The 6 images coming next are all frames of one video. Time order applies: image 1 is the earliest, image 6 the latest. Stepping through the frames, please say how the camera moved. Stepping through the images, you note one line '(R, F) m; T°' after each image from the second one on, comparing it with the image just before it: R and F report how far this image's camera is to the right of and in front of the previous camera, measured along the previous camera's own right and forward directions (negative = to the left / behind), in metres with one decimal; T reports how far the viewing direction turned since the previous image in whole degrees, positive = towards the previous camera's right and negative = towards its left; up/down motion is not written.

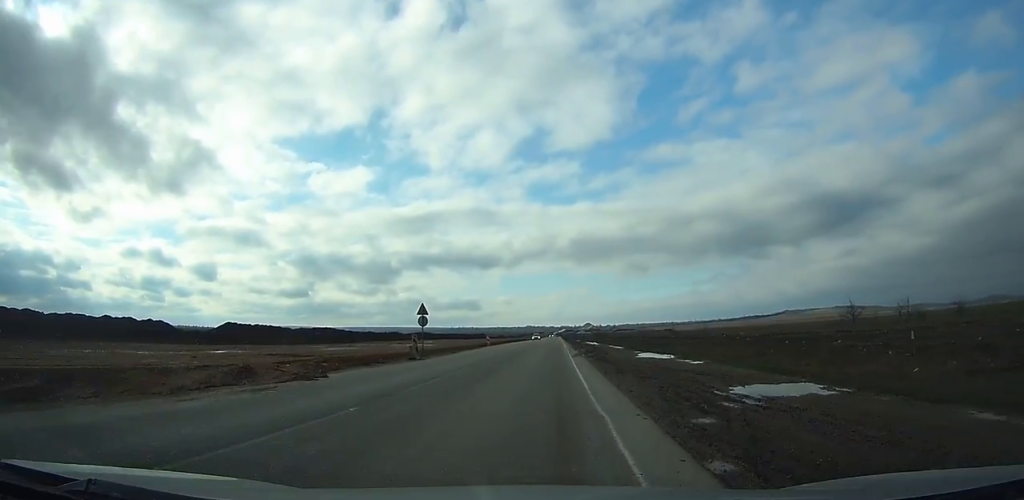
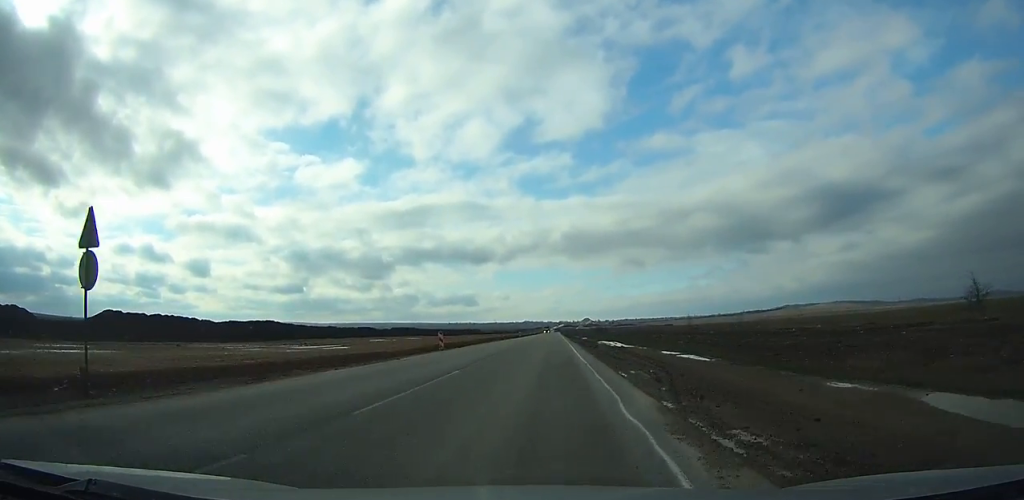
(+0.4, +27.8) m; +2°
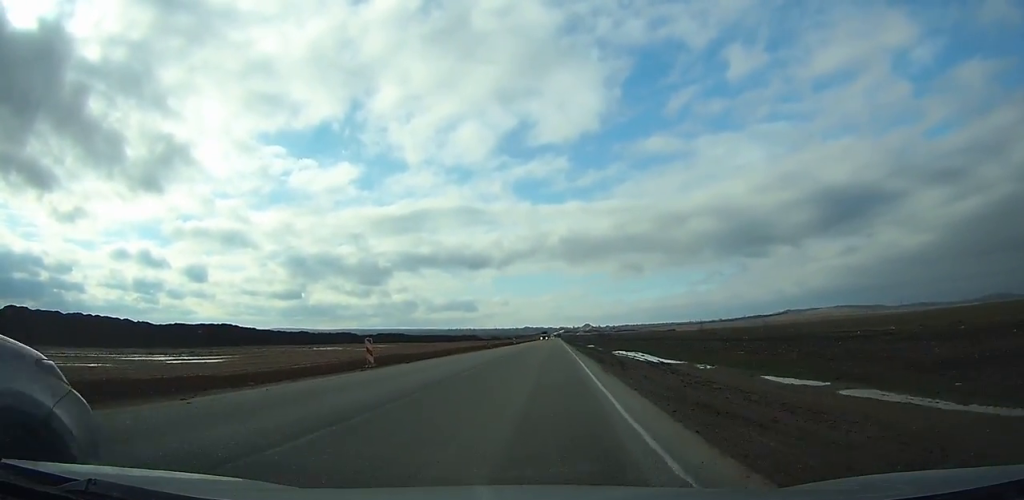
(0.0, +18.6) m; -1°
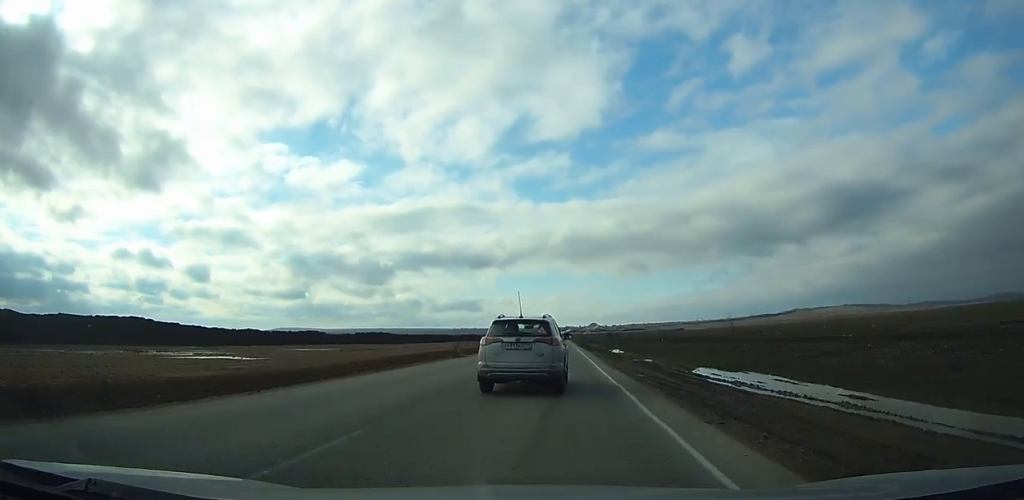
(-0.2, +27.2) m; 0°
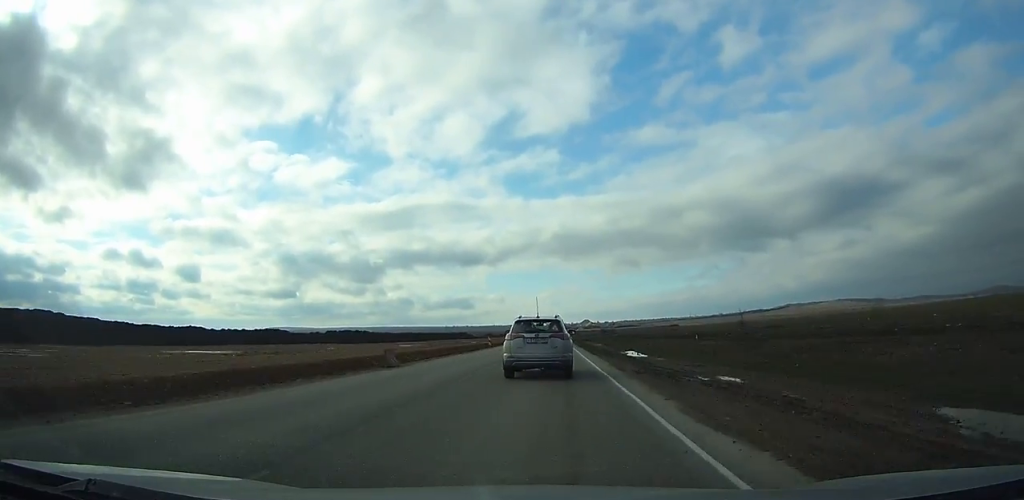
(0.0, +15.2) m; 0°
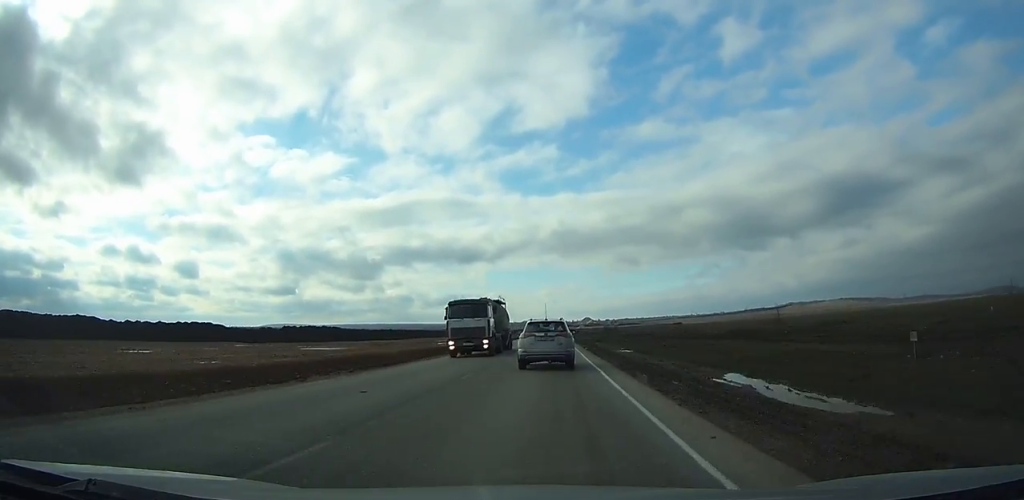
(0.0, +22.7) m; 0°
